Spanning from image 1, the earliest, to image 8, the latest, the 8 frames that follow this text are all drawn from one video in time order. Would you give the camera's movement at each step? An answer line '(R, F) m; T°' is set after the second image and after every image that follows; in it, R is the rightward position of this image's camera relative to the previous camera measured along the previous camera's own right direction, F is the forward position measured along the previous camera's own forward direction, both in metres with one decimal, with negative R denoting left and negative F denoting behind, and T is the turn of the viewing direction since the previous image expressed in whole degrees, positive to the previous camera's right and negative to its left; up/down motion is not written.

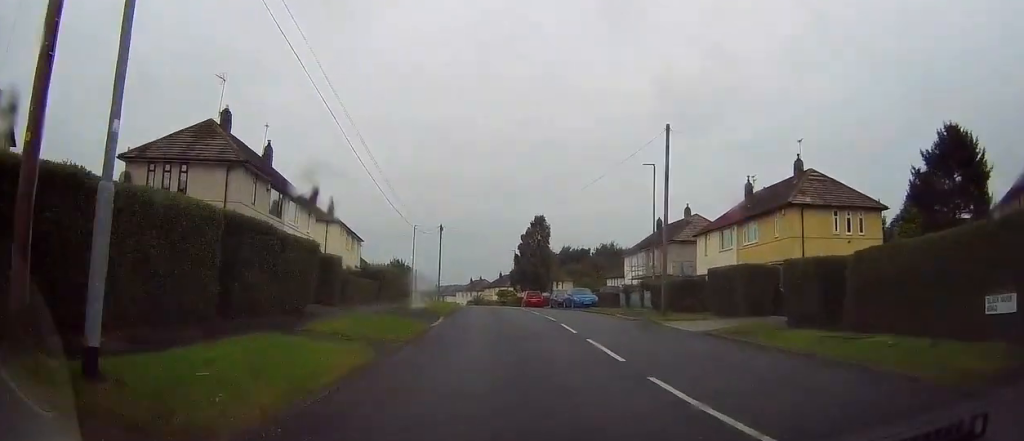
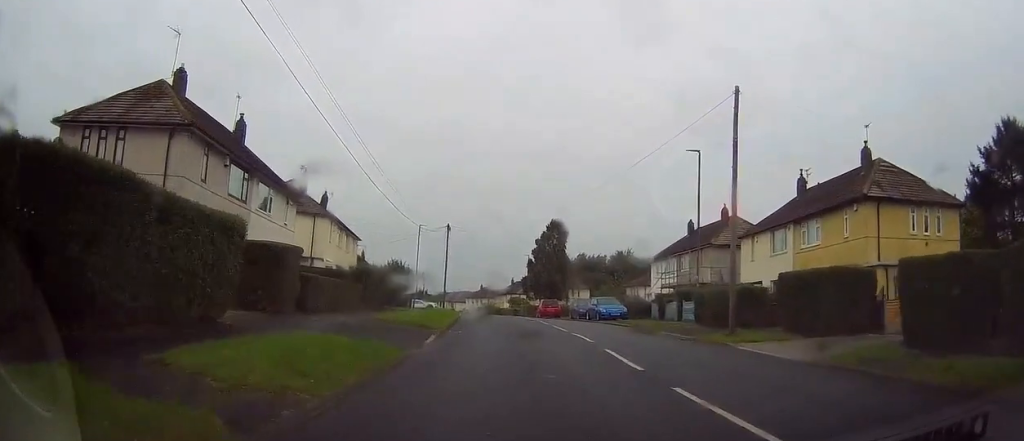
(+0.1, +6.7) m; -1°
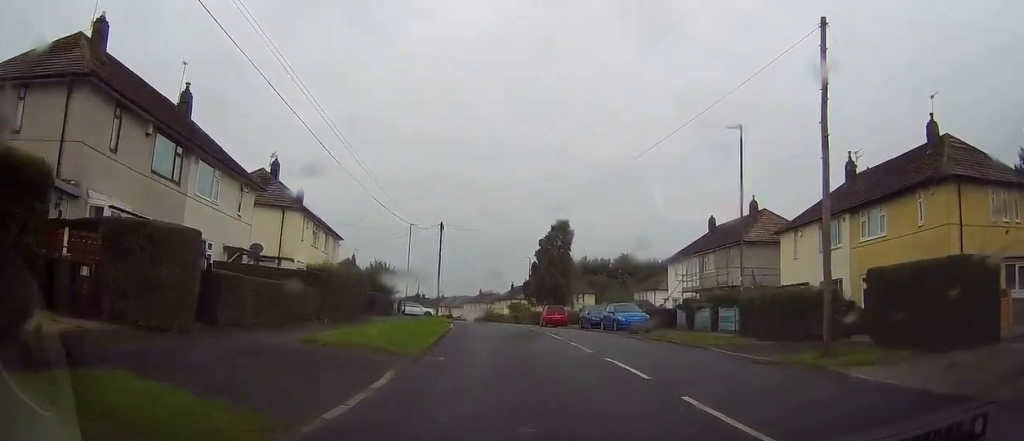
(-0.2, +6.4) m; -1°
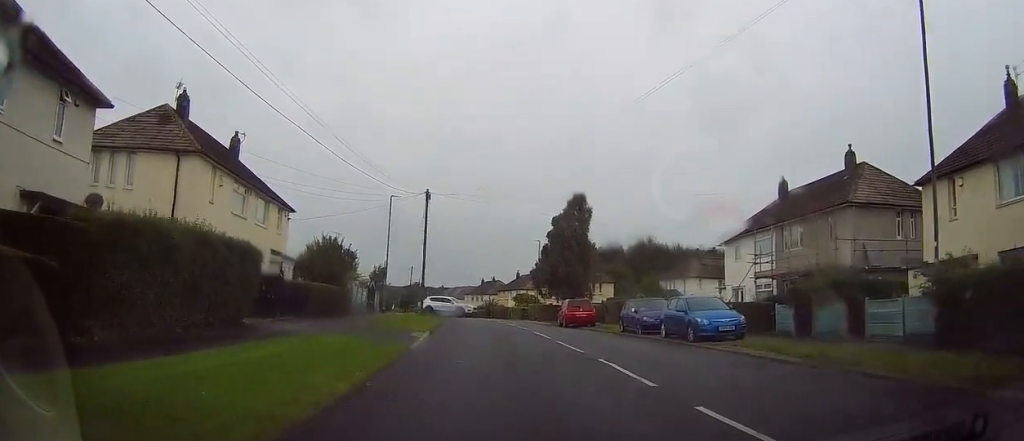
(0.0, +13.6) m; 0°
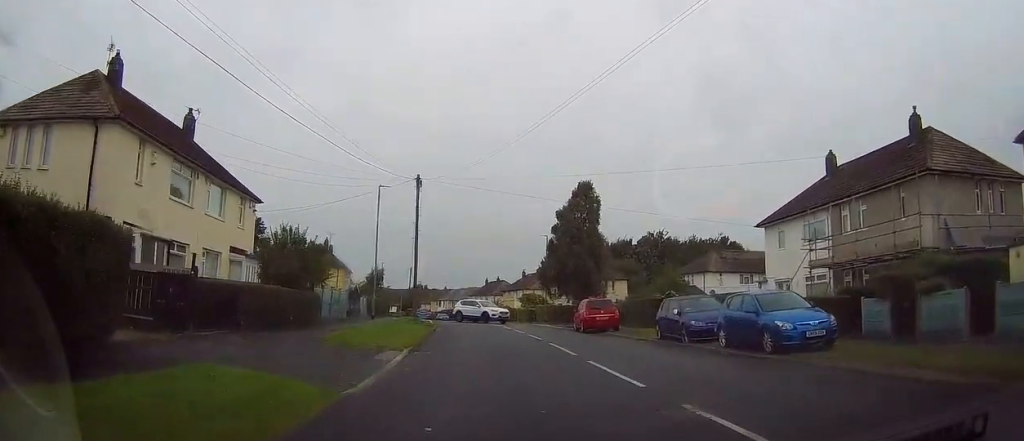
(0.0, +5.8) m; -1°
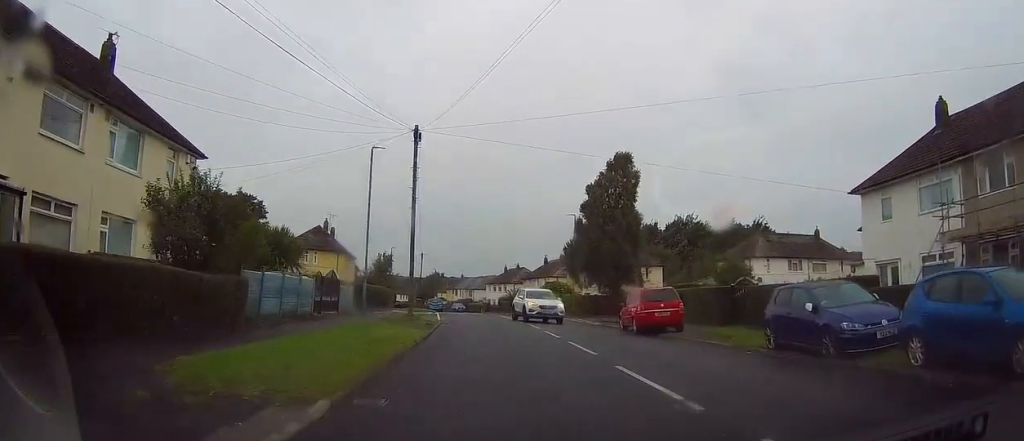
(-0.2, +8.3) m; 0°
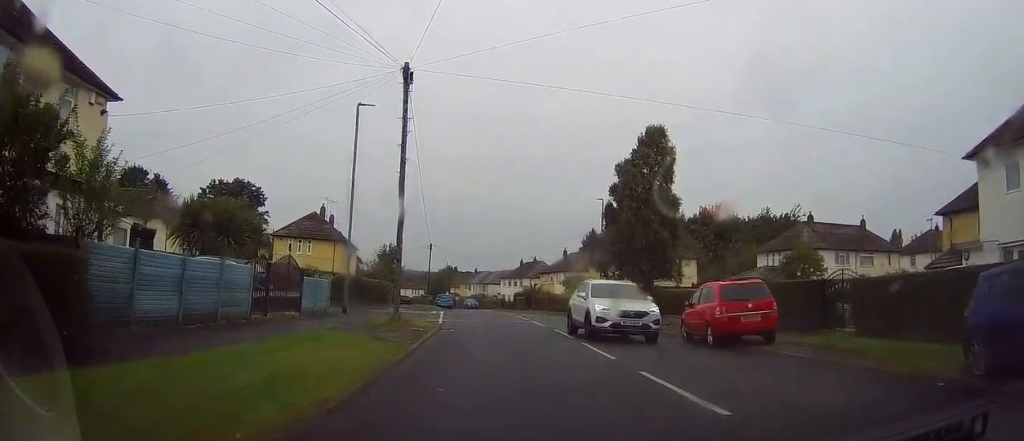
(+0.2, +7.2) m; 0°
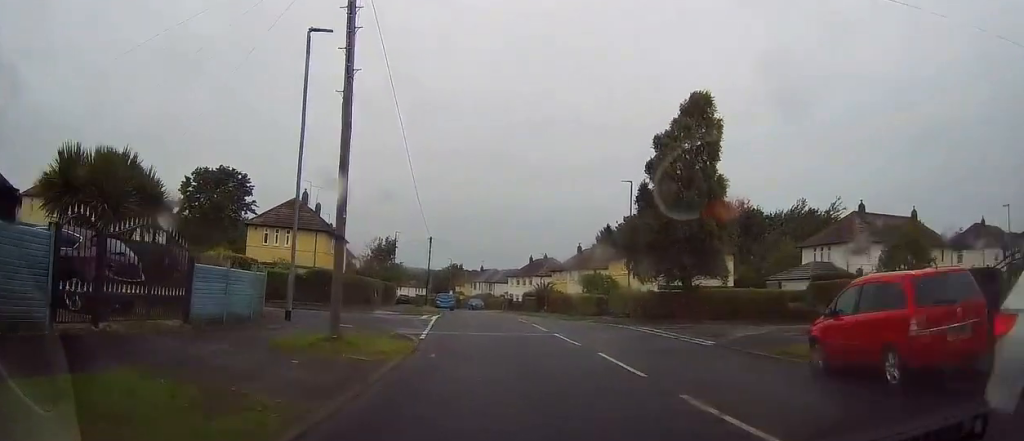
(-0.2, +8.3) m; -4°
